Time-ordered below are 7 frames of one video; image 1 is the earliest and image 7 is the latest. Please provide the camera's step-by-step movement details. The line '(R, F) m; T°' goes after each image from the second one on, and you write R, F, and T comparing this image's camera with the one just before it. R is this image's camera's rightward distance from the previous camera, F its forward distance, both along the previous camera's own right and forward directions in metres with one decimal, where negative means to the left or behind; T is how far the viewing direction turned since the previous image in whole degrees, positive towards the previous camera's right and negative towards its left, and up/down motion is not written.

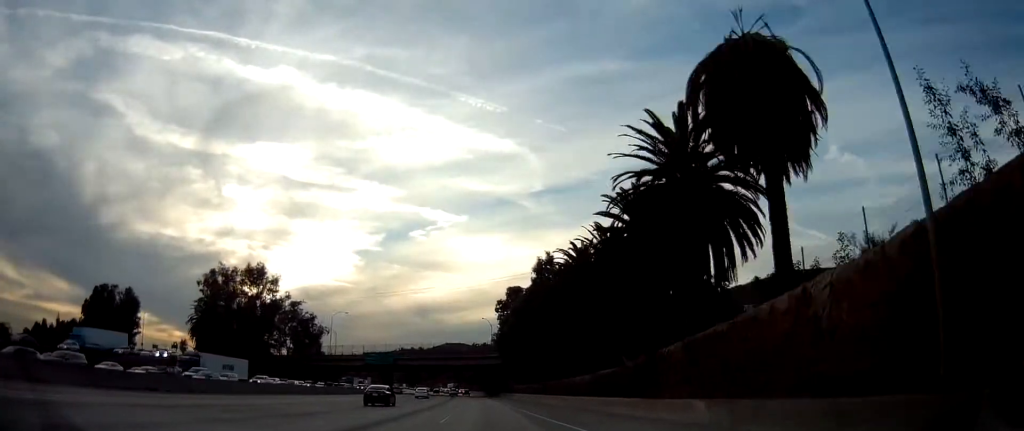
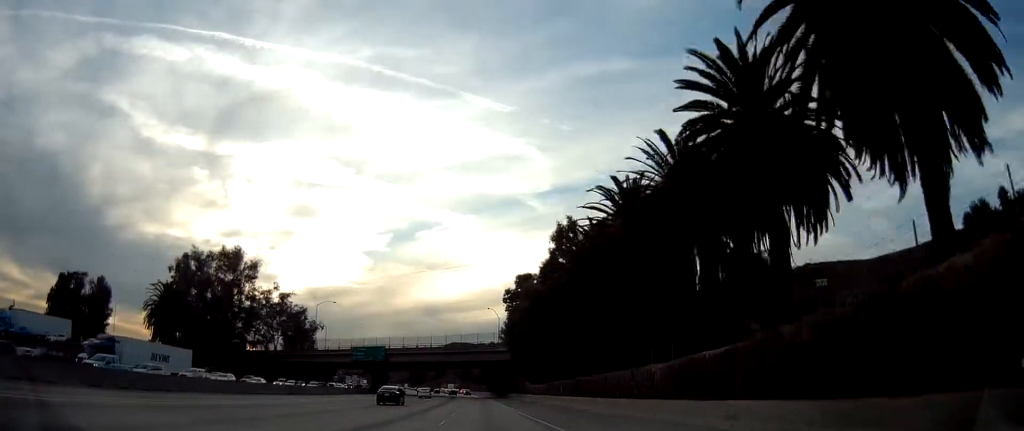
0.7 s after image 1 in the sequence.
(-0.1, +17.5) m; -1°
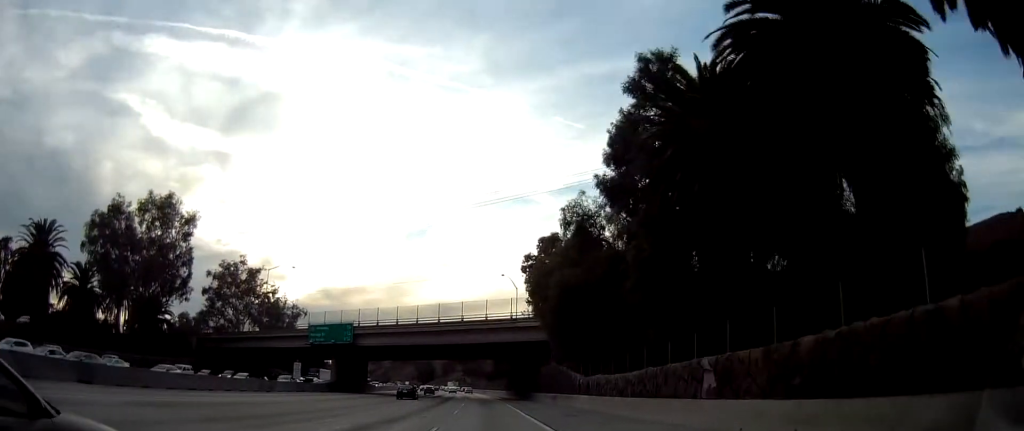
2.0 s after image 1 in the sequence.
(-0.4, +34.5) m; -1°
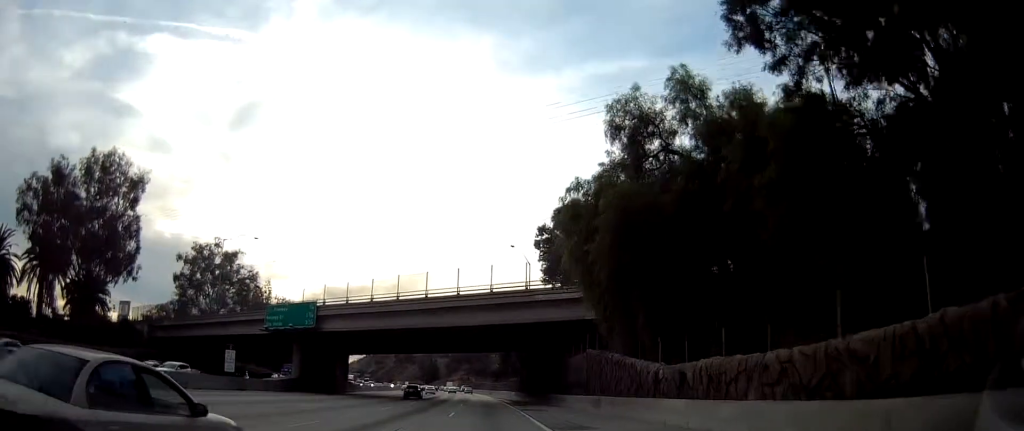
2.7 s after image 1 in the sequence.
(-0.1, +18.6) m; -1°
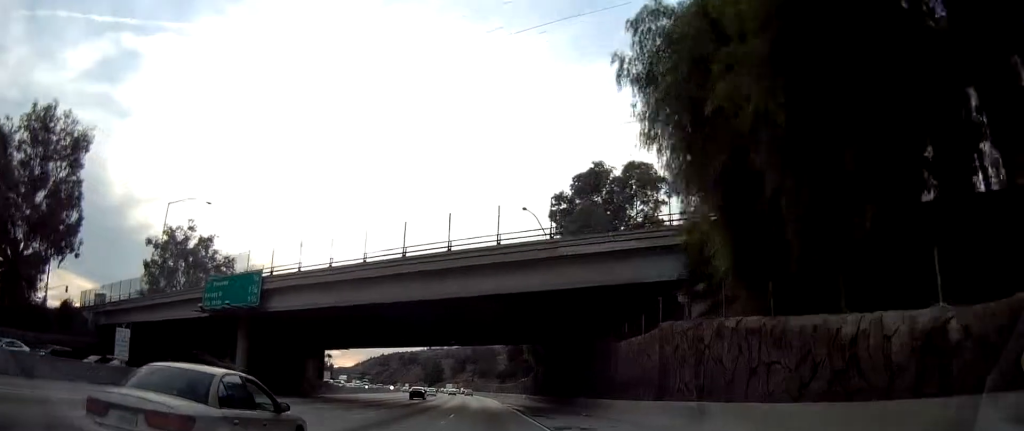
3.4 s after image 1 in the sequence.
(0.0, +15.9) m; -1°
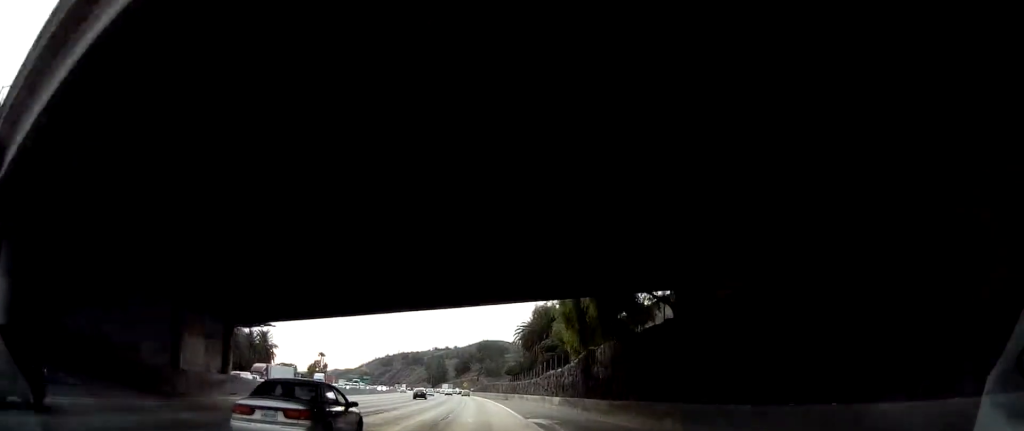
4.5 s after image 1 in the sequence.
(-0.6, +28.8) m; -1°
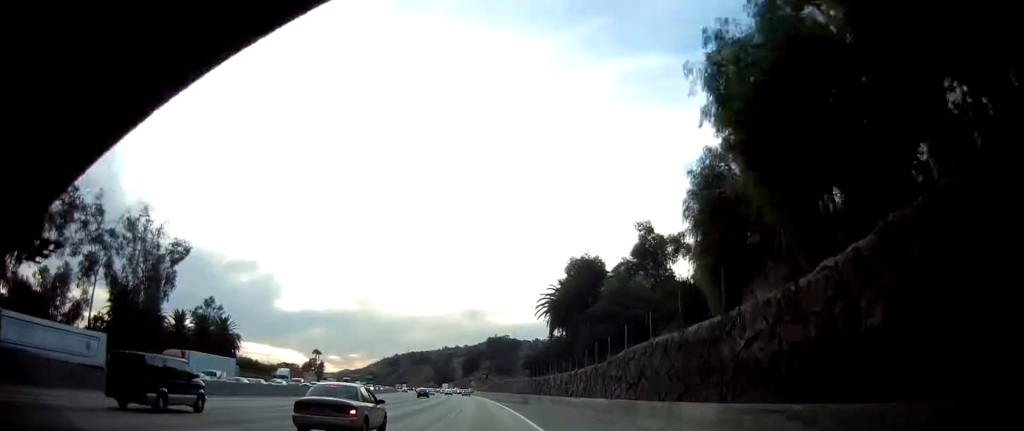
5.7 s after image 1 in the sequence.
(+0.1, +27.9) m; +1°
